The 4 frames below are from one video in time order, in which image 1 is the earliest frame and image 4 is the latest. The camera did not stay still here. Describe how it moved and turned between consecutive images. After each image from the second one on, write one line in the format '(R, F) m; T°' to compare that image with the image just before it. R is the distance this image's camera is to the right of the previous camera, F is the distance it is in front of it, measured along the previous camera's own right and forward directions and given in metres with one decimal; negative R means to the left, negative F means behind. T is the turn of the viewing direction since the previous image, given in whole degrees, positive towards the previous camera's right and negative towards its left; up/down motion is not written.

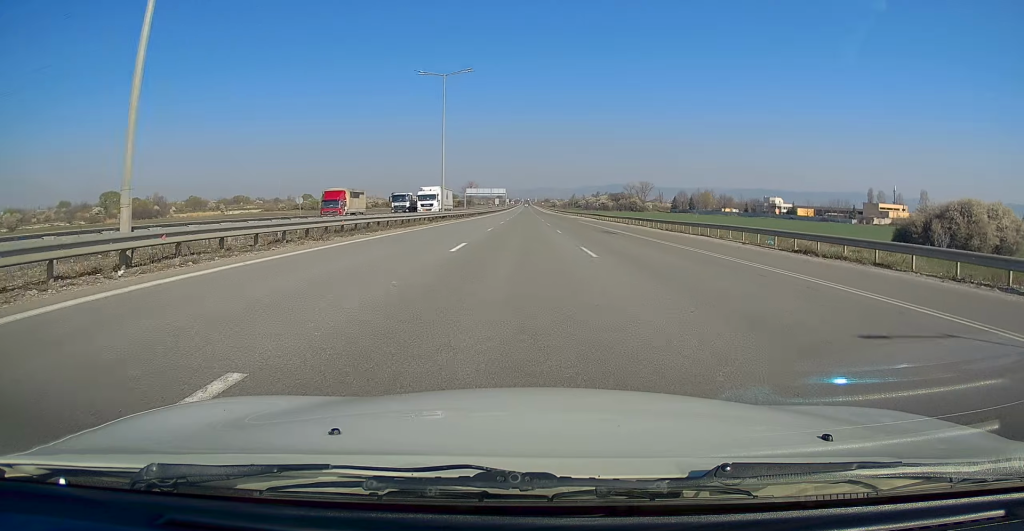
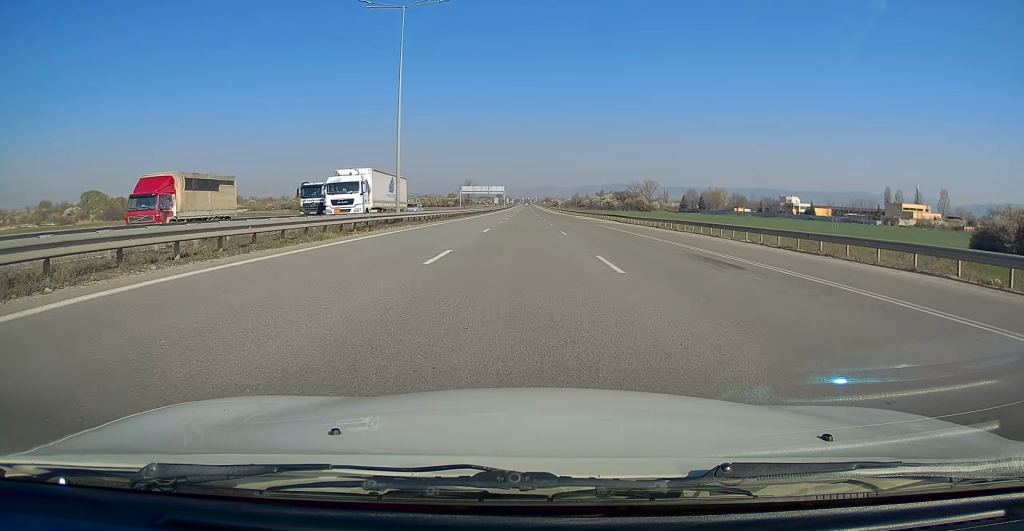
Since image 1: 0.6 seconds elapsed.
(+0.1, +20.1) m; 0°
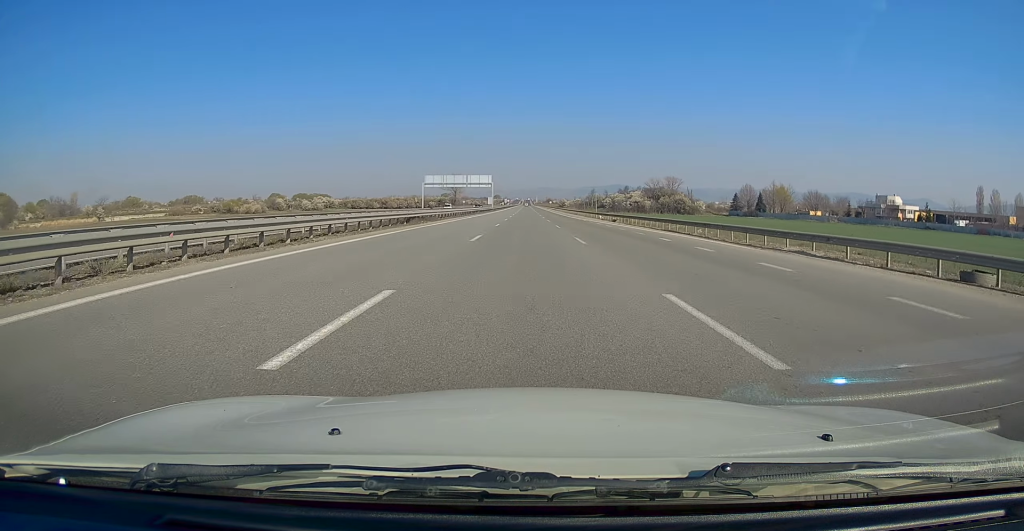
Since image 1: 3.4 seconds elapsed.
(-0.1, +87.2) m; 0°
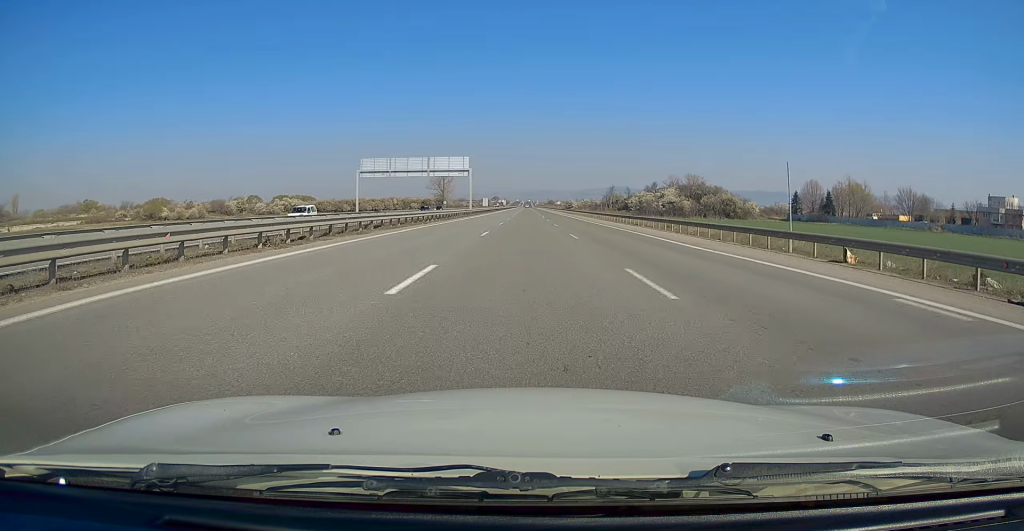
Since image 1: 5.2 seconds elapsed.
(-0.2, +60.4) m; 0°
